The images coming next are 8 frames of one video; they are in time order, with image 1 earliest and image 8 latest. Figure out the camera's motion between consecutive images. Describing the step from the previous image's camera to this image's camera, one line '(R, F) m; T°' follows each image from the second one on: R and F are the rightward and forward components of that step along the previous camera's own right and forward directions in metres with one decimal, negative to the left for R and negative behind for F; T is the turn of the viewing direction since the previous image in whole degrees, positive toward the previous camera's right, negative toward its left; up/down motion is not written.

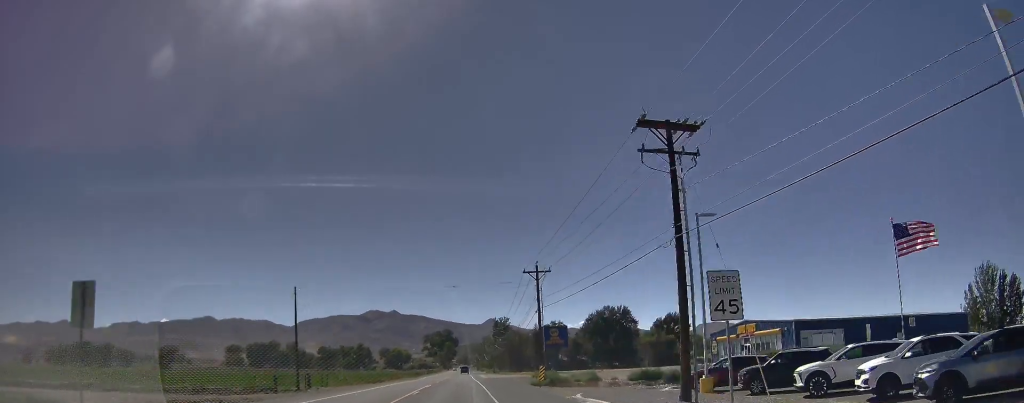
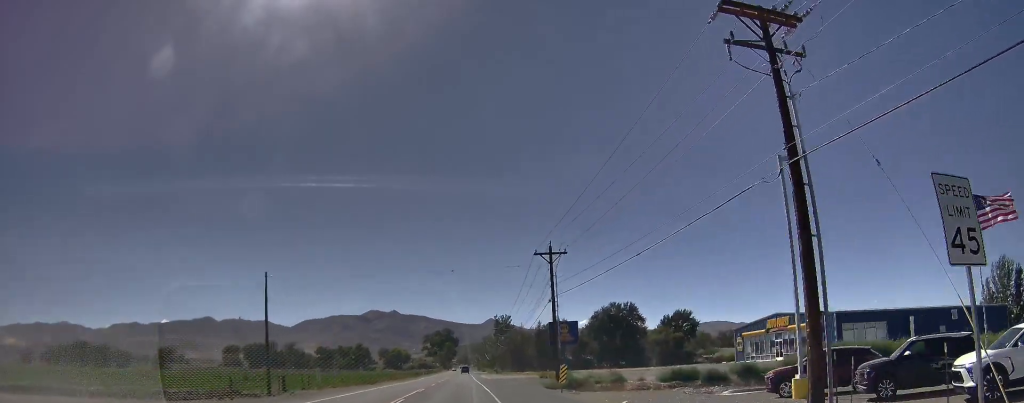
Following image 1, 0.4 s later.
(0.0, +8.3) m; 0°
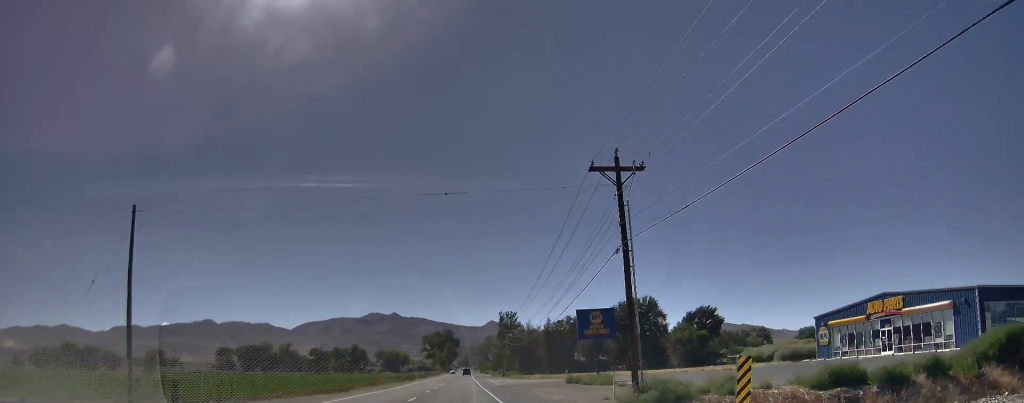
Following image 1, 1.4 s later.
(0.0, +19.5) m; 0°
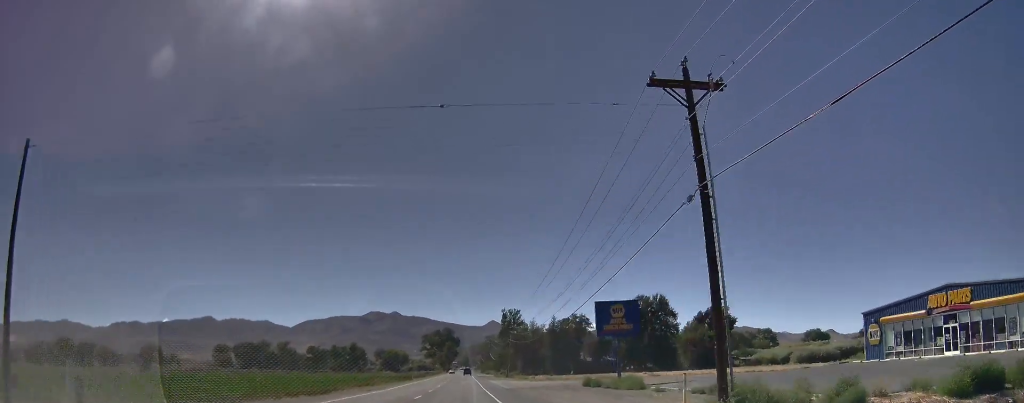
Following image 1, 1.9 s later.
(0.0, +8.6) m; 0°
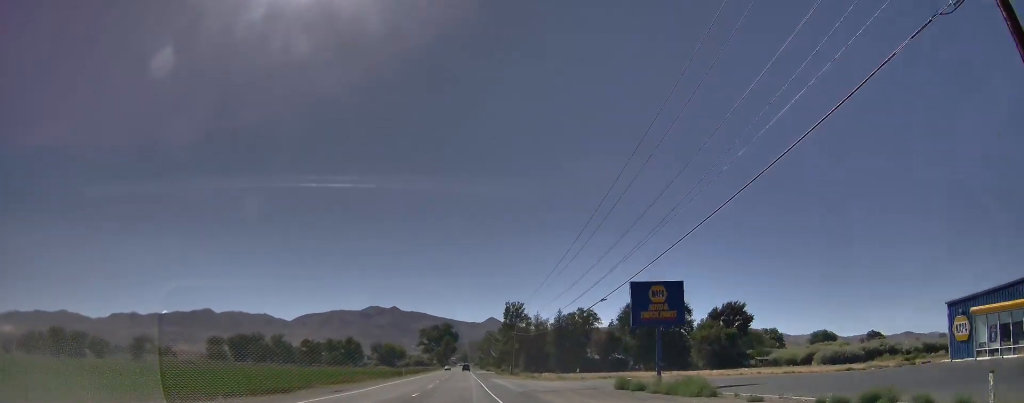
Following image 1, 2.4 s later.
(0.0, +11.4) m; 0°
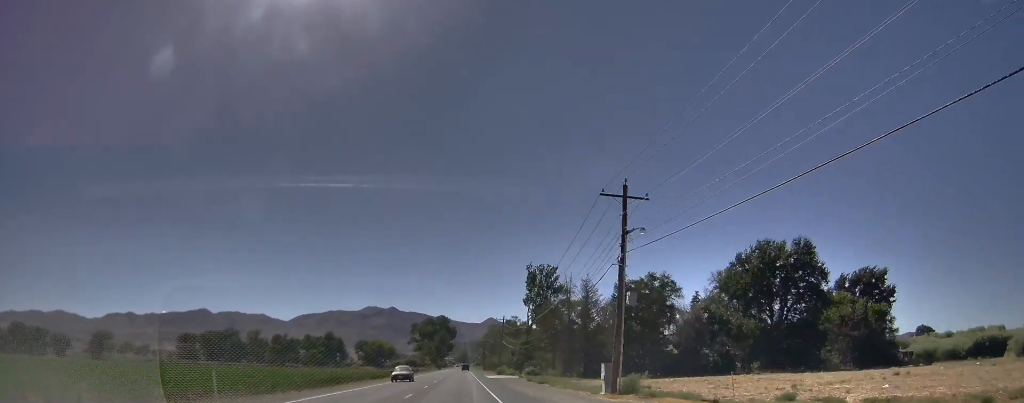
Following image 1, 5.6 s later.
(0.0, +63.3) m; 0°
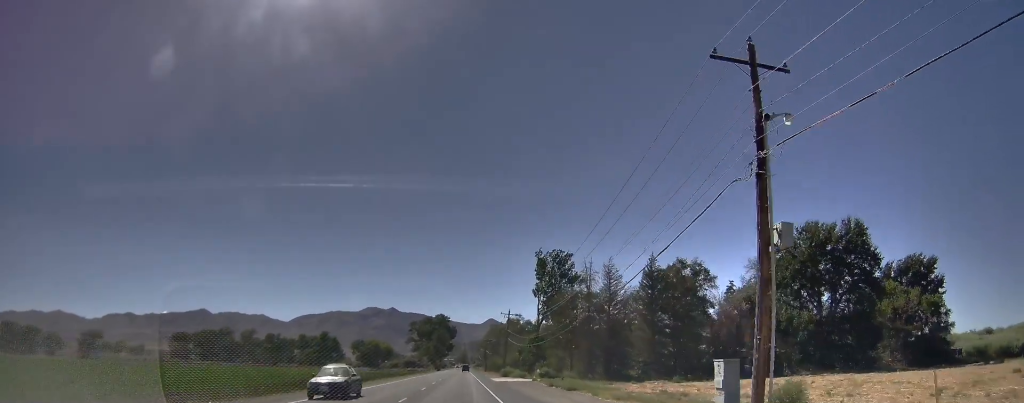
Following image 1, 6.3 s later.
(0.0, +14.2) m; 0°
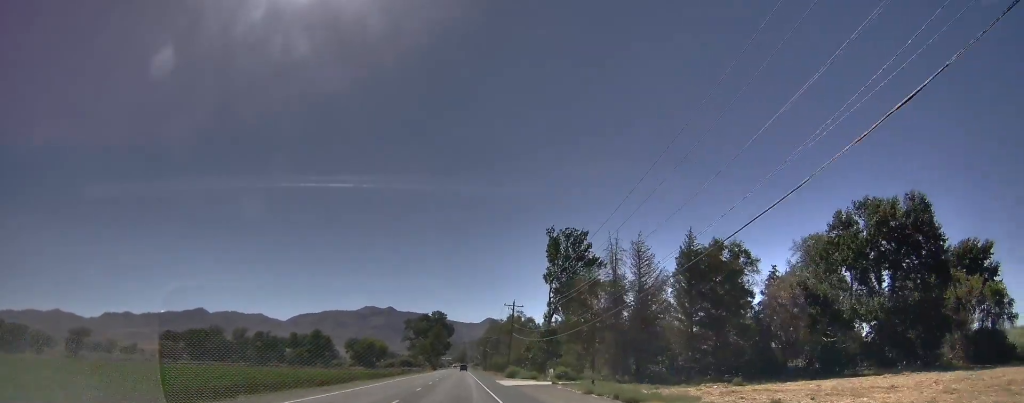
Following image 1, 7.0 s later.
(0.0, +14.2) m; 0°
